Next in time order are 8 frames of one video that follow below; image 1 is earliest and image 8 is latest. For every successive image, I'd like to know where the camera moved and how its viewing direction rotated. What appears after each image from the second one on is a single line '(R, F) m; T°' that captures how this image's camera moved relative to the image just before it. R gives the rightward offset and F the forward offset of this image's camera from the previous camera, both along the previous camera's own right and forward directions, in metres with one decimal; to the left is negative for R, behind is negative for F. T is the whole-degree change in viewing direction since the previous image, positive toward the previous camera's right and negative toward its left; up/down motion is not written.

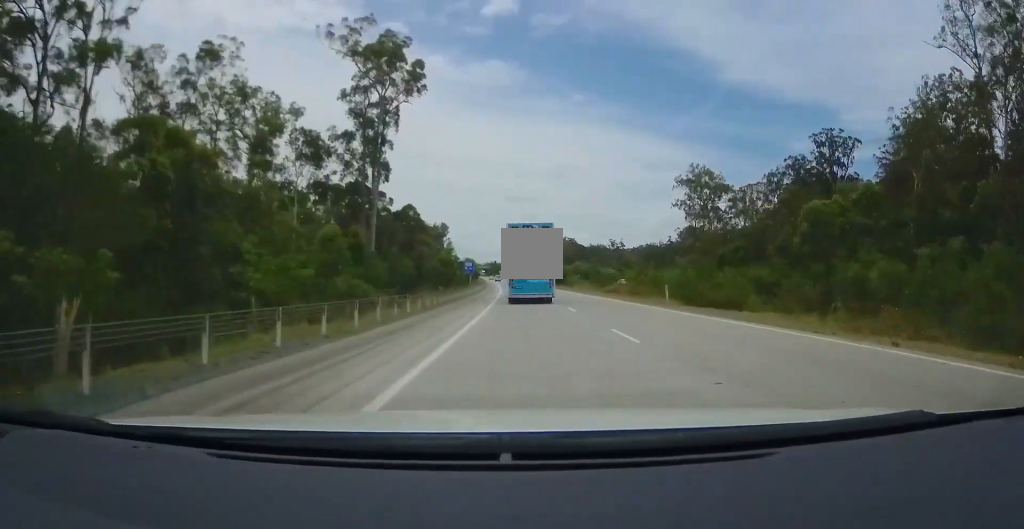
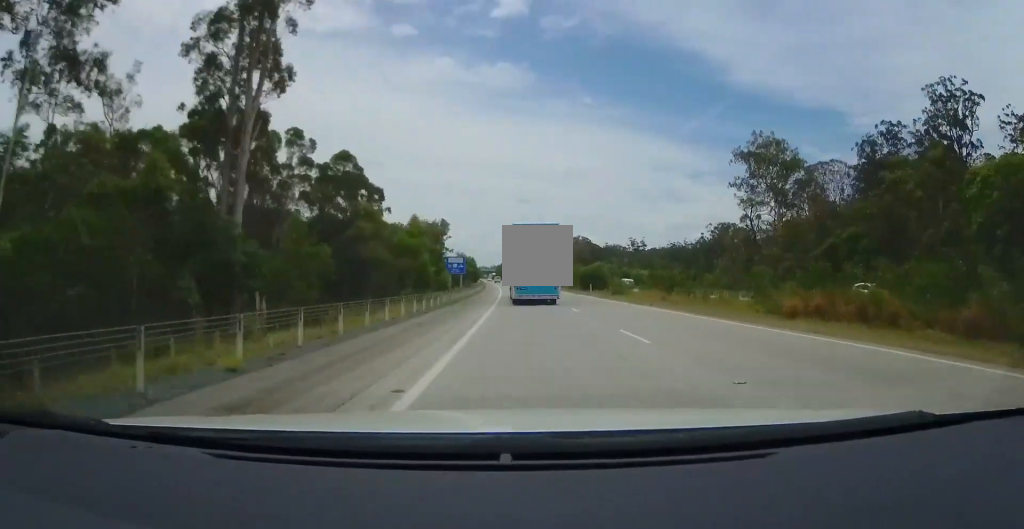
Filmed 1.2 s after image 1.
(-0.6, +34.7) m; -2°
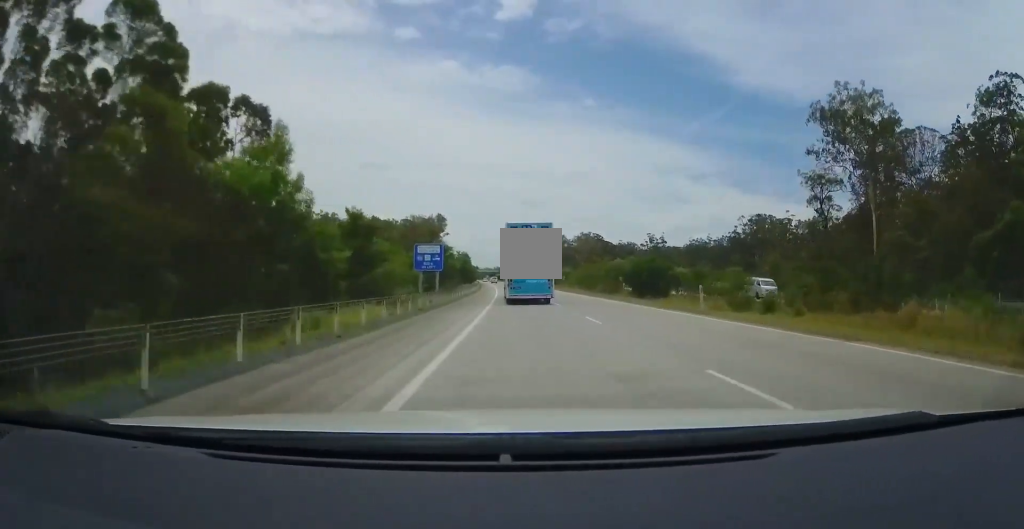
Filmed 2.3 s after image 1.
(-0.1, +29.7) m; 0°
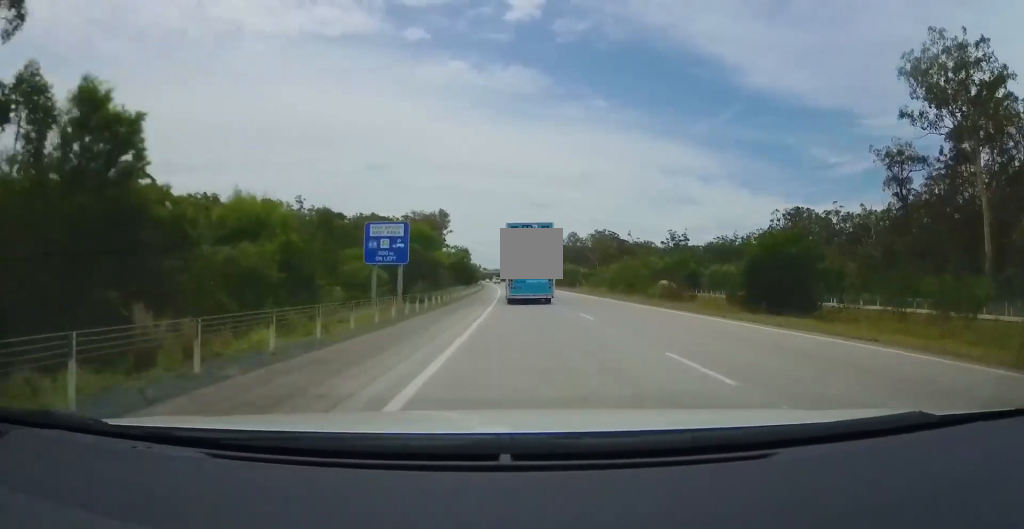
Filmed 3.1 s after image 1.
(0.0, +21.6) m; 0°
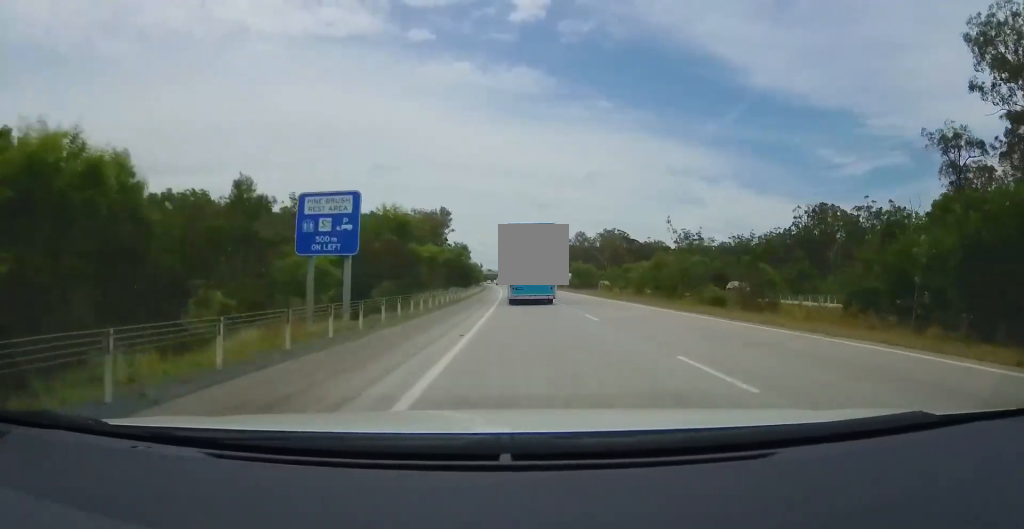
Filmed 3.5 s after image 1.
(0.0, +12.6) m; 0°
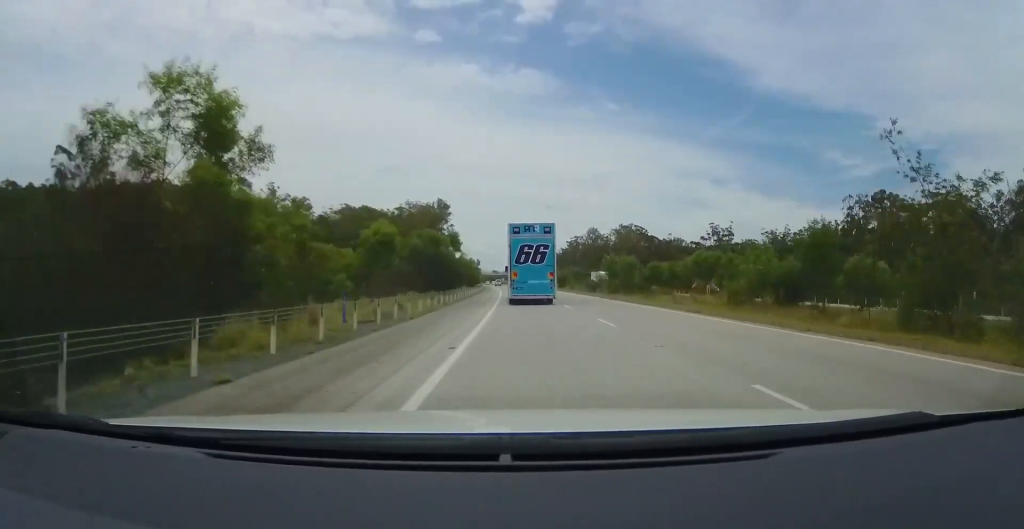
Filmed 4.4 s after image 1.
(+0.1, +26.3) m; -1°
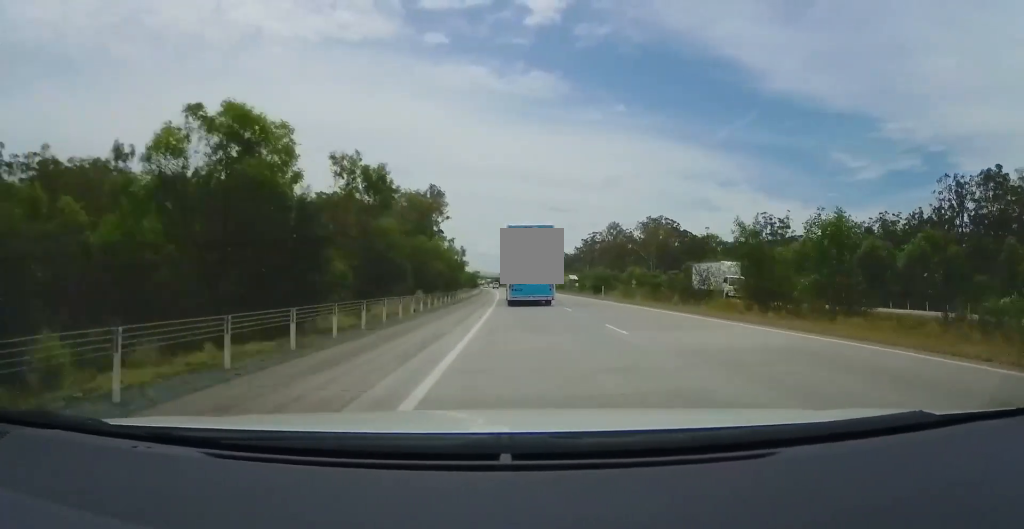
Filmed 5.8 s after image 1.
(-0.8, +37.1) m; -2°
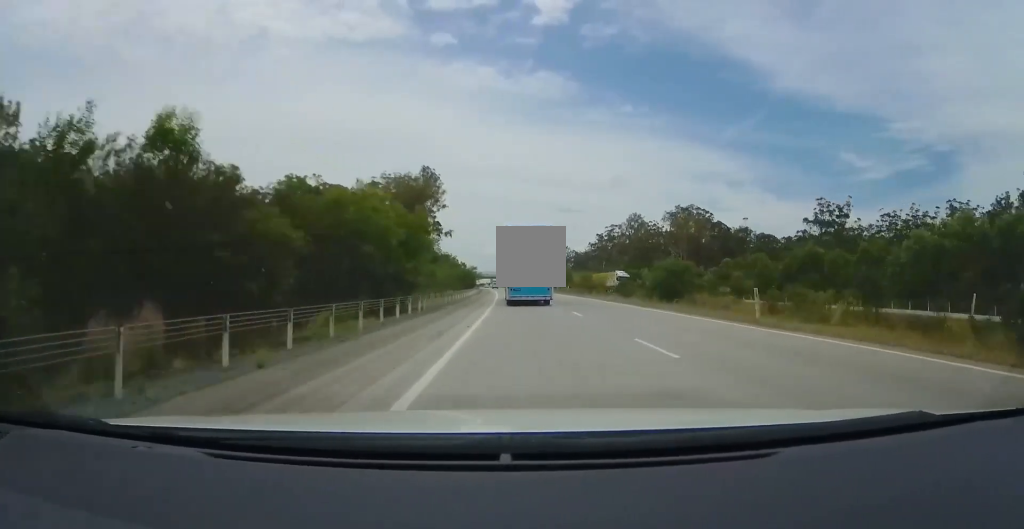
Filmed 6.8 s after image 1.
(-0.3, +27.8) m; -1°
